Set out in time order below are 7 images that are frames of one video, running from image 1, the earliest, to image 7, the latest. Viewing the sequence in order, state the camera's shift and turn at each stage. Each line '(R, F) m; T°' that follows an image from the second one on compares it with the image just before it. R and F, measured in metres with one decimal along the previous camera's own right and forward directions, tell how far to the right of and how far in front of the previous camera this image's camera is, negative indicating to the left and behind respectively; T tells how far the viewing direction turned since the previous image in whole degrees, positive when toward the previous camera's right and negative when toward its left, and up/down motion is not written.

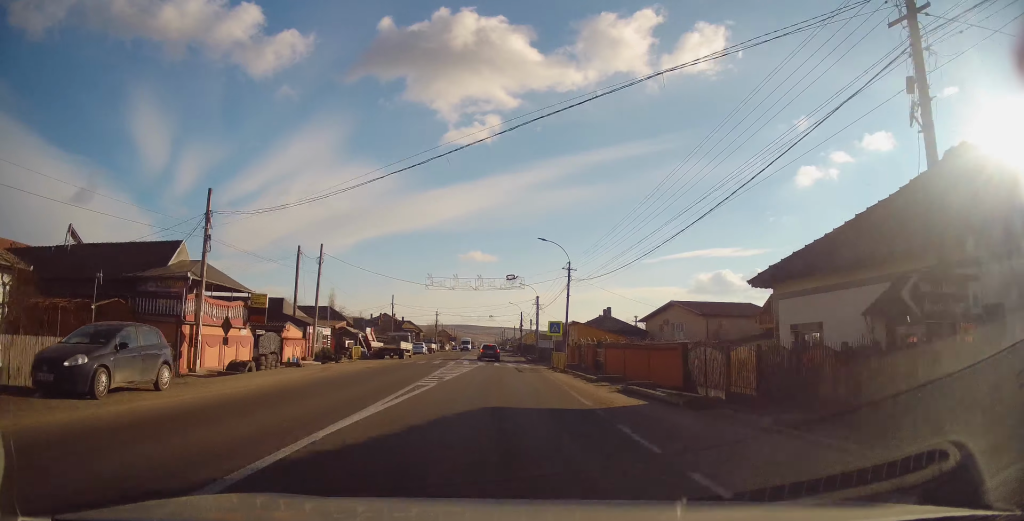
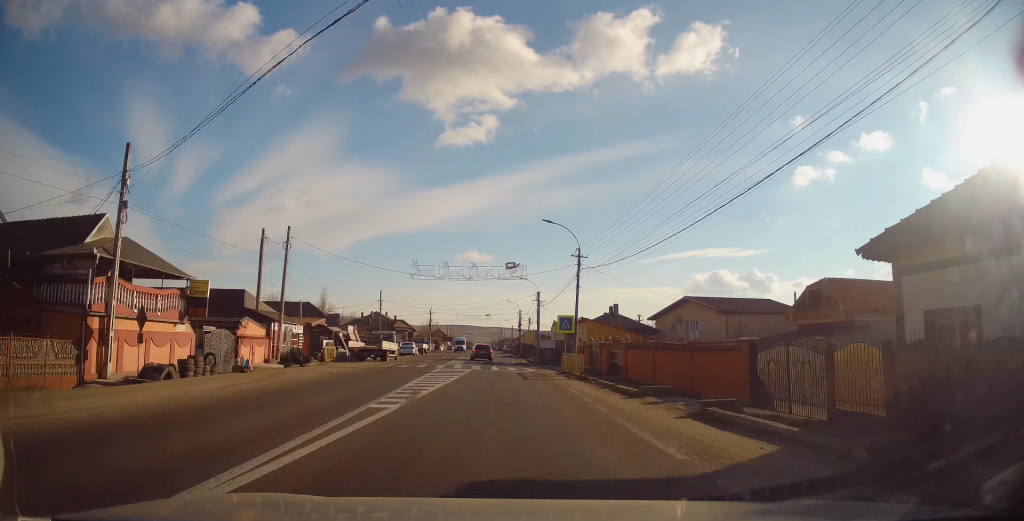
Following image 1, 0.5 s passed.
(+0.1, +6.2) m; +1°
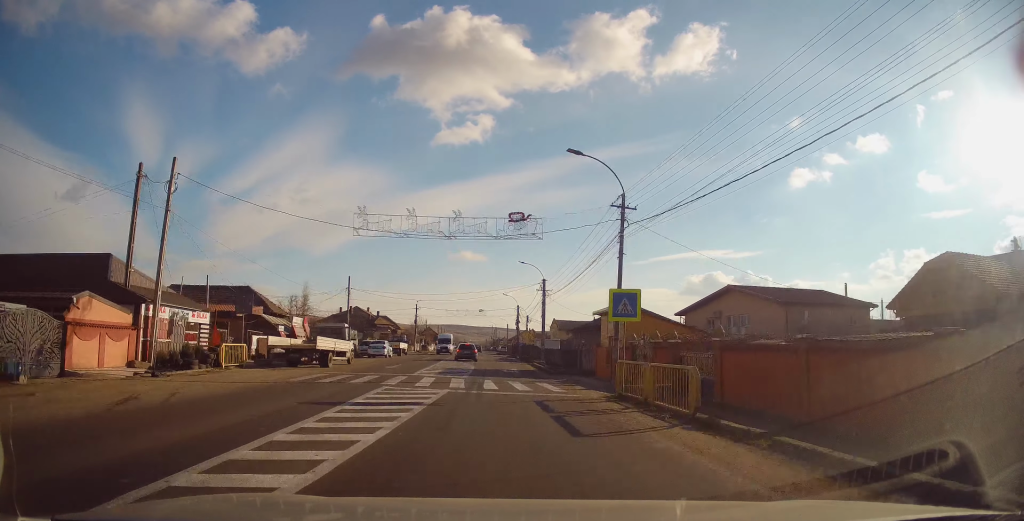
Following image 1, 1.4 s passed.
(+0.1, +12.9) m; 0°
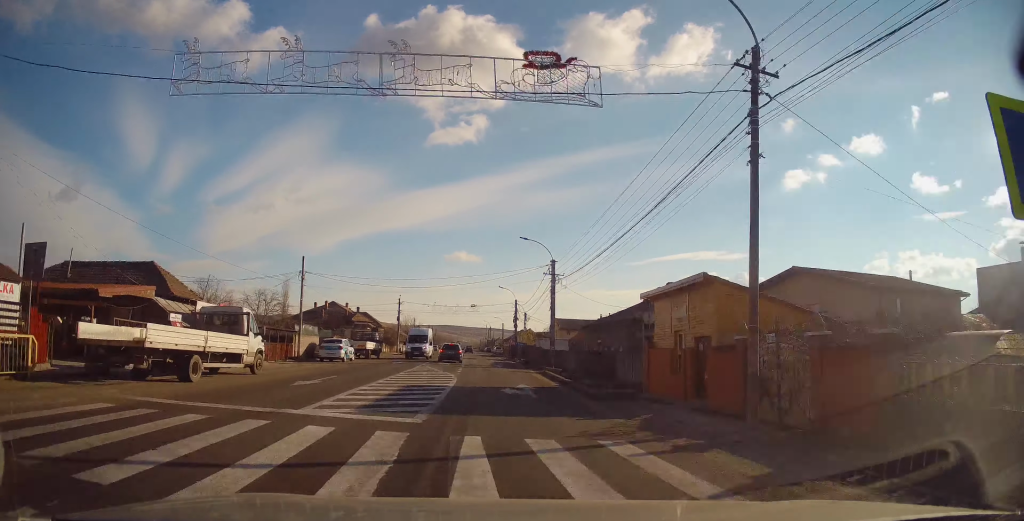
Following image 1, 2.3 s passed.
(0.0, +12.3) m; +1°
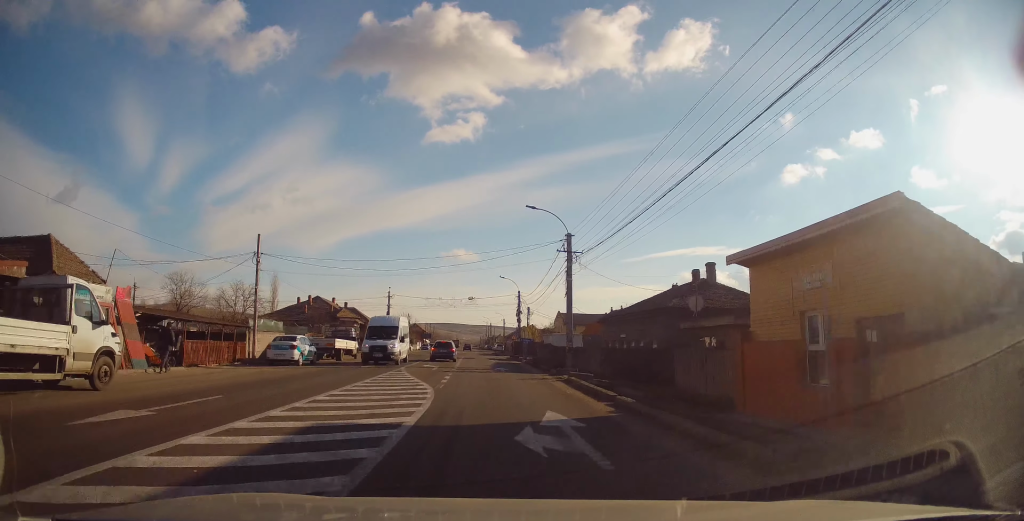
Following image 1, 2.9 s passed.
(0.0, +8.2) m; 0°
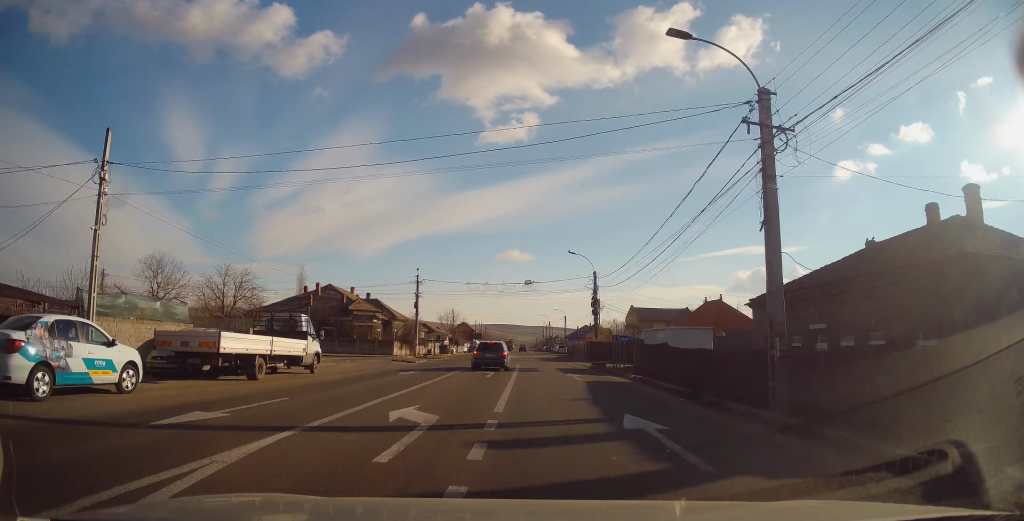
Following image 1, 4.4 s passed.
(-0.9, +18.7) m; -6°
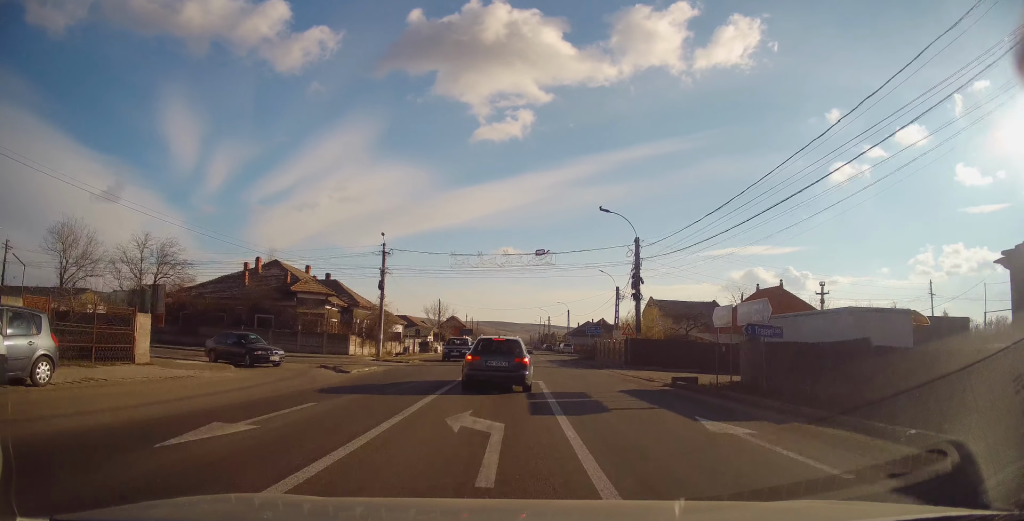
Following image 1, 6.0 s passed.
(0.0, +15.3) m; +1°
